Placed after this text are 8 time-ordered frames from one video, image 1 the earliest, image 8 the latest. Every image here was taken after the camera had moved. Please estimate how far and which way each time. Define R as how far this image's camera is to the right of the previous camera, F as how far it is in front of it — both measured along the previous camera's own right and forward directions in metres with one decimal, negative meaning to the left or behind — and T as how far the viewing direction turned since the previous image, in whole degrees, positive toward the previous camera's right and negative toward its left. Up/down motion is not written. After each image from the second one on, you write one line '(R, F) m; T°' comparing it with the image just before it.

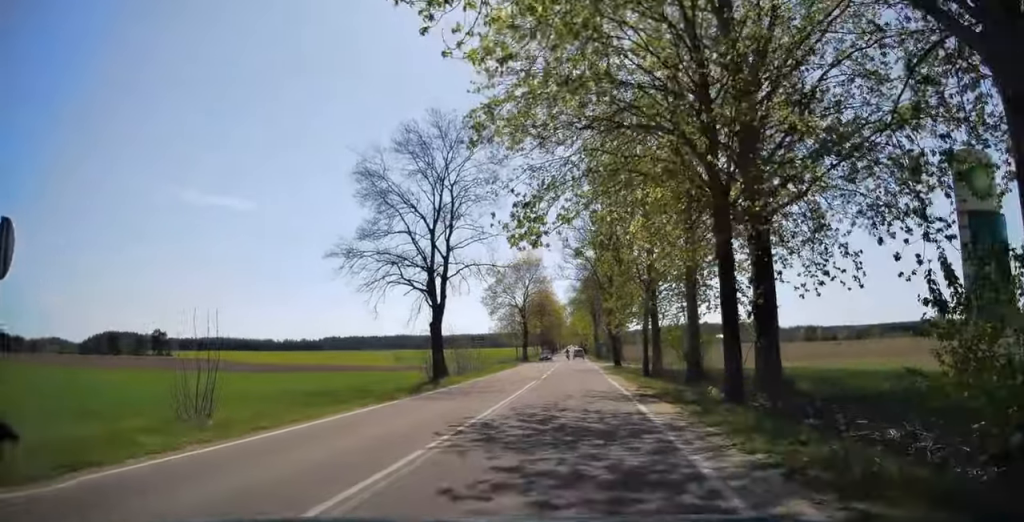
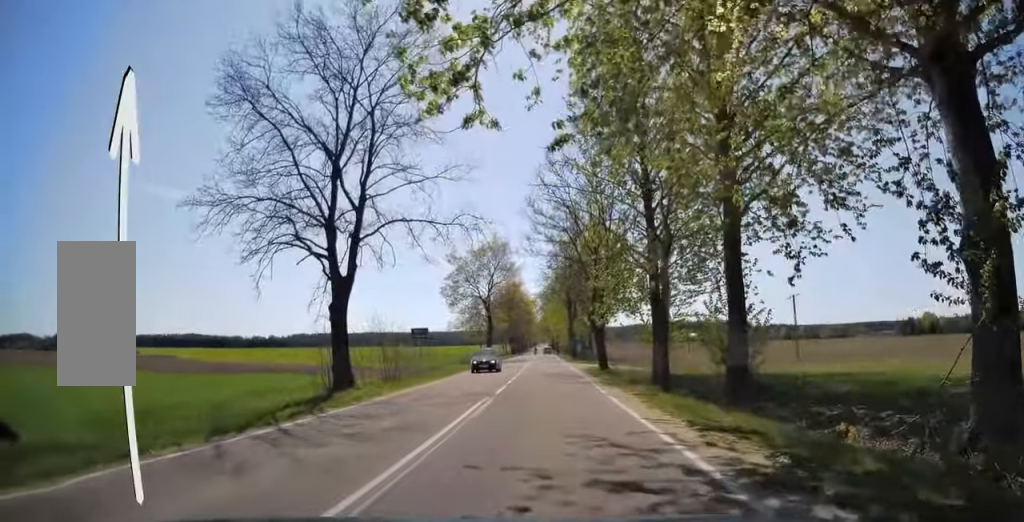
(+0.5, +12.1) m; +3°
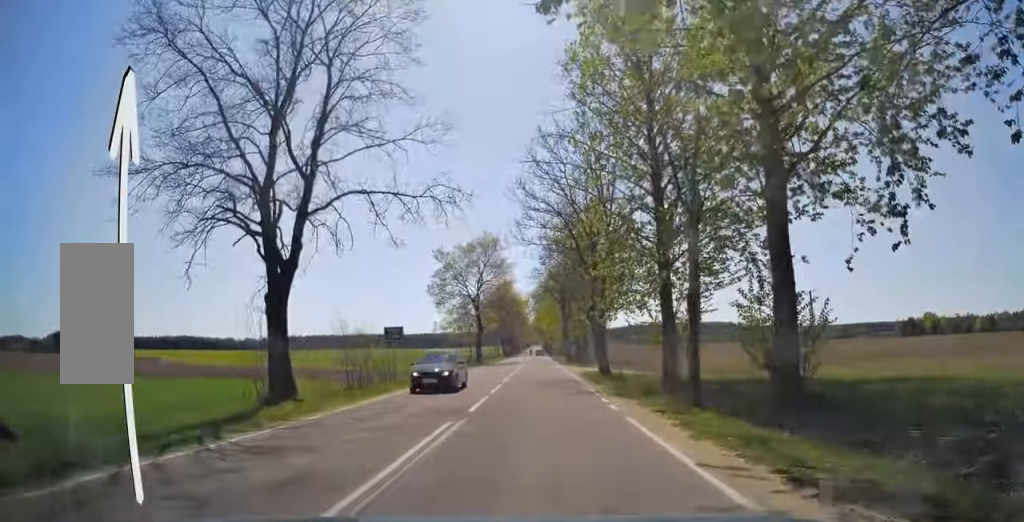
(0.0, +4.9) m; 0°
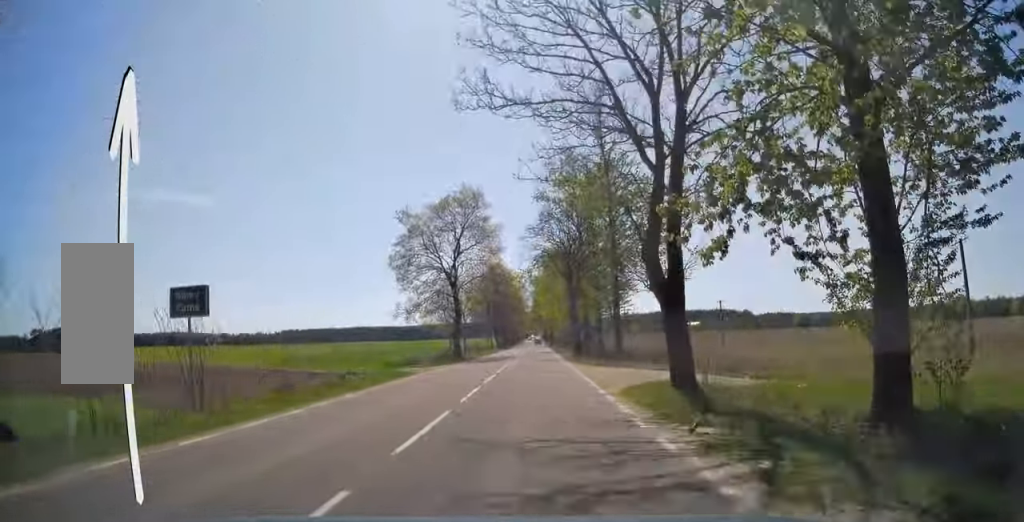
(-0.1, +18.7) m; -1°
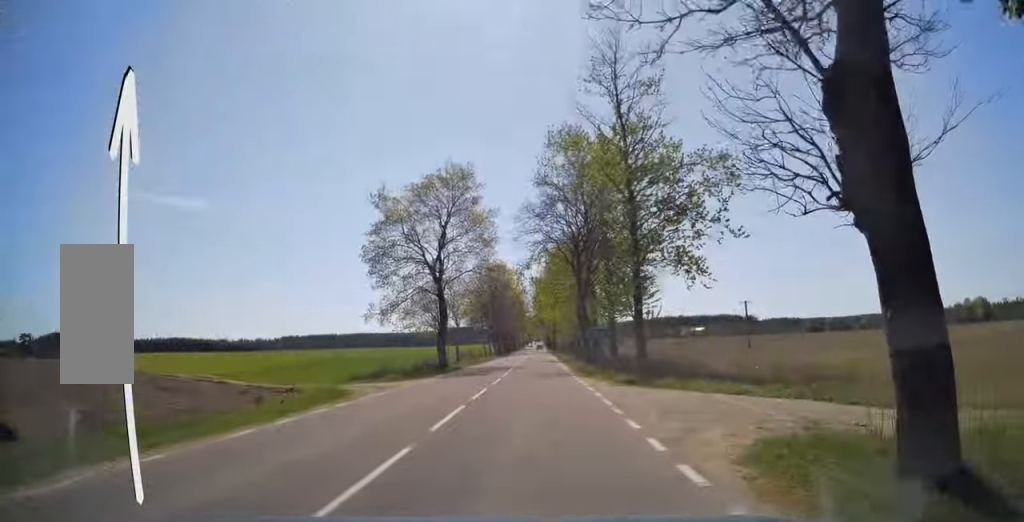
(-0.1, +9.4) m; -1°
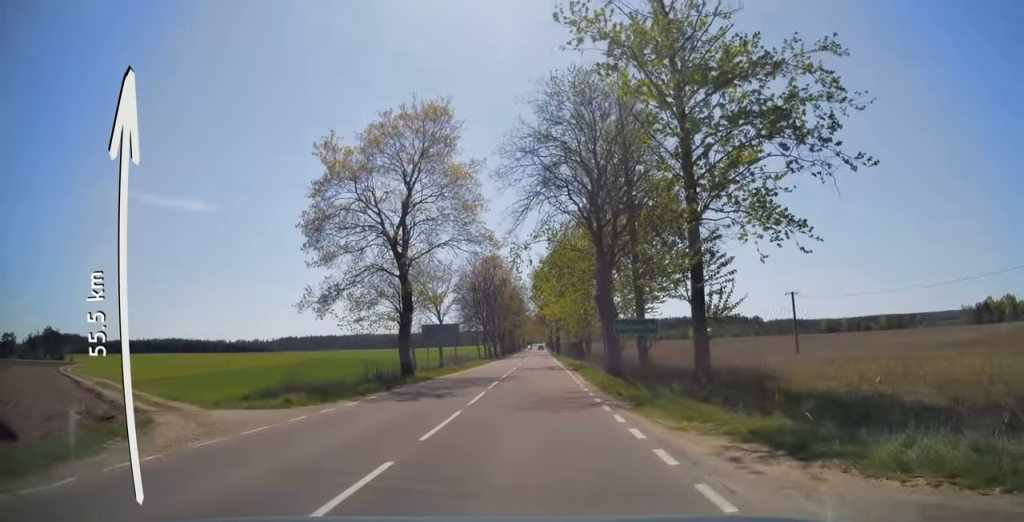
(-0.1, +13.3) m; 0°
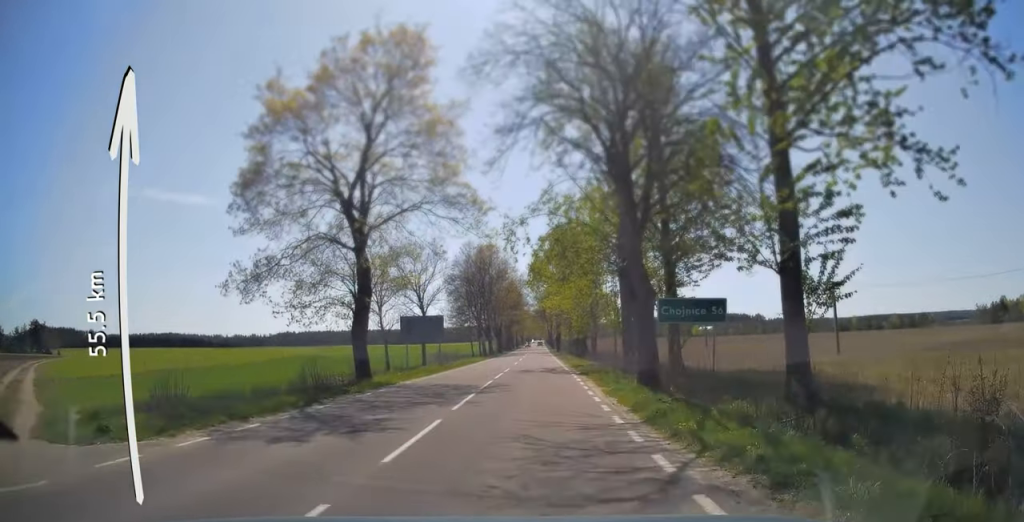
(0.0, +8.4) m; 0°
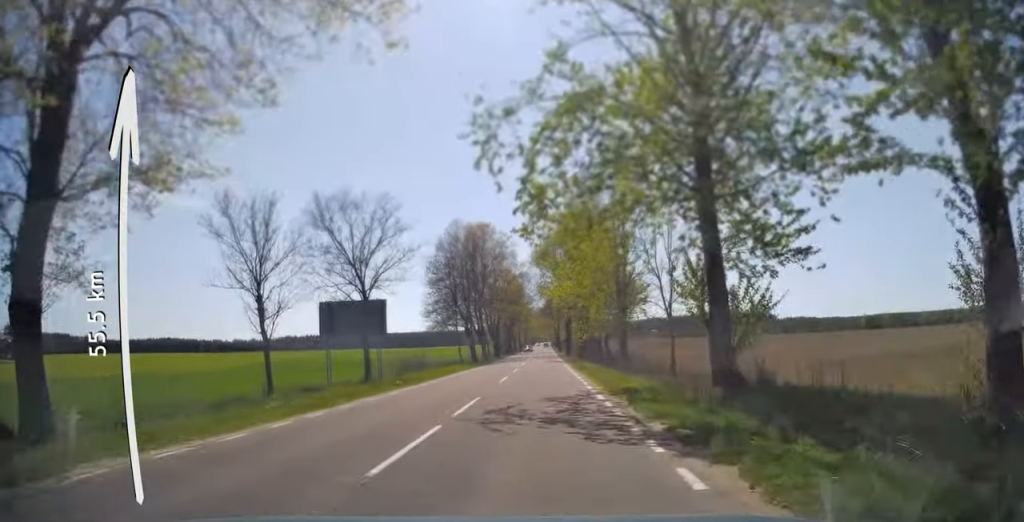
(+0.2, +18.9) m; 0°
